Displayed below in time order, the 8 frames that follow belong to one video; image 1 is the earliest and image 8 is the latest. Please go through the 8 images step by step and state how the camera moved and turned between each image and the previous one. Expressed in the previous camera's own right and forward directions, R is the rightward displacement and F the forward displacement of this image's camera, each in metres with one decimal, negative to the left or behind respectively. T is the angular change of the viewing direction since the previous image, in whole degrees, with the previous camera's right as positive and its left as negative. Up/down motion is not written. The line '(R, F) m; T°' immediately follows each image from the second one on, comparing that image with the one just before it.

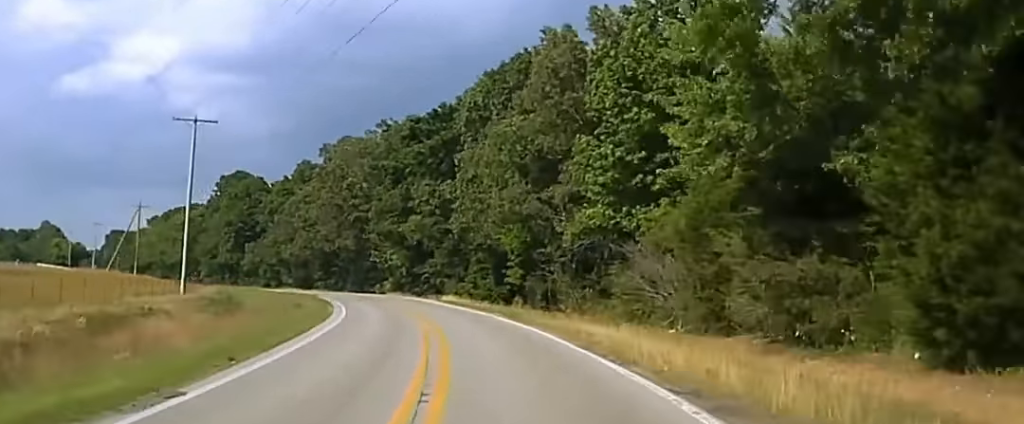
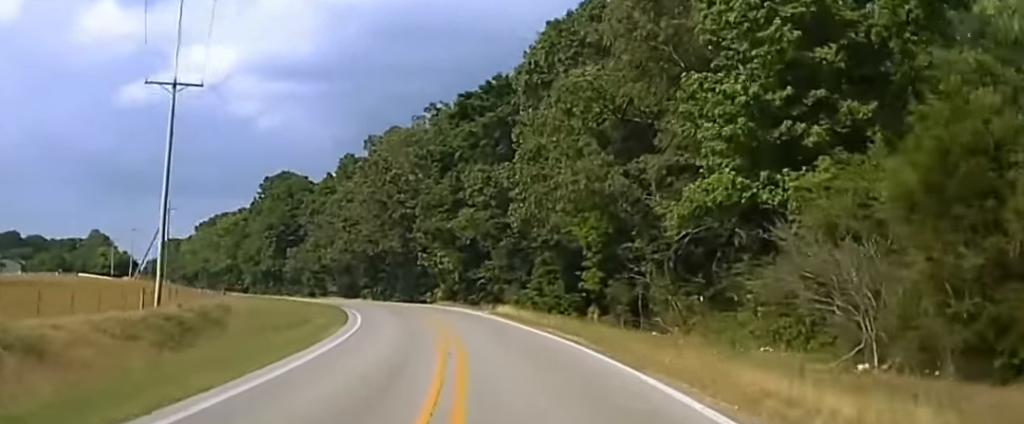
(-0.8, +16.8) m; -4°
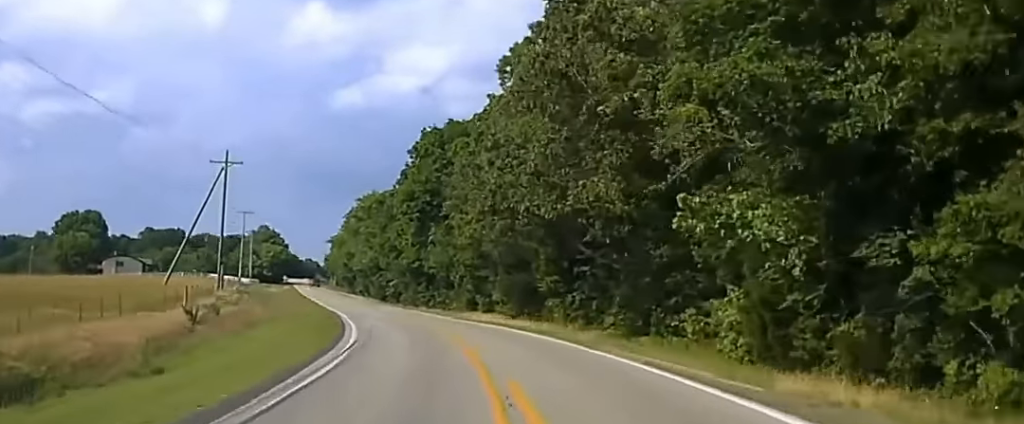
(-7.8, +67.6) m; -13°
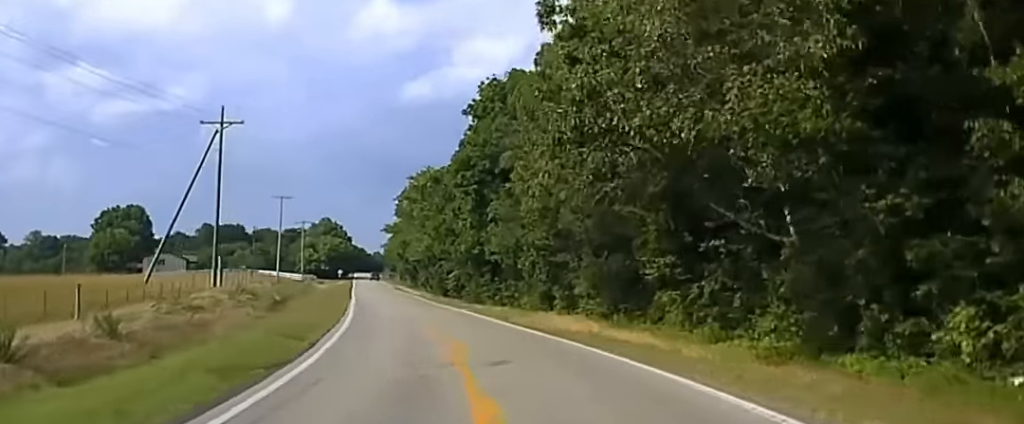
(-0.9, +25.0) m; -4°
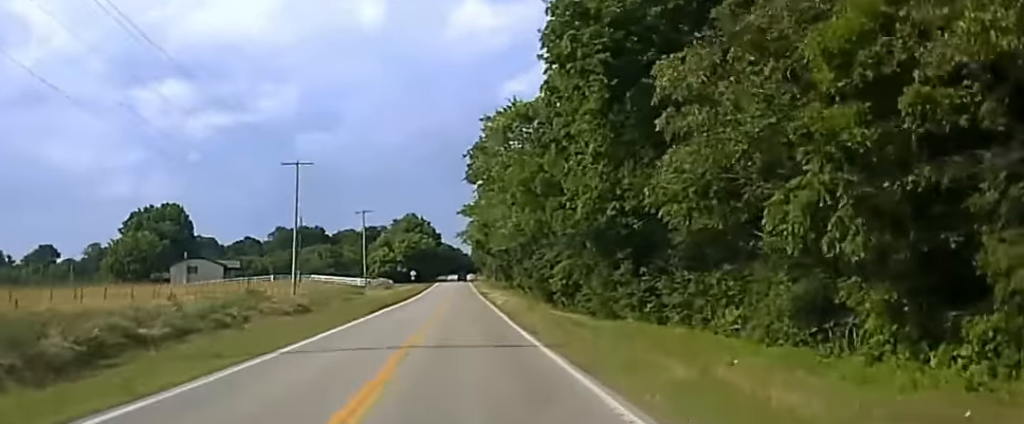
(-3.3, +53.6) m; -5°
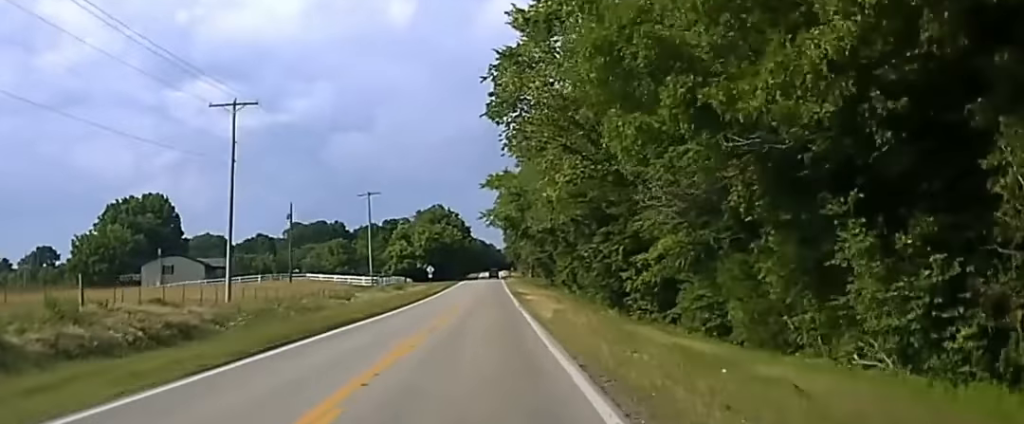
(-0.2, +28.8) m; -1°
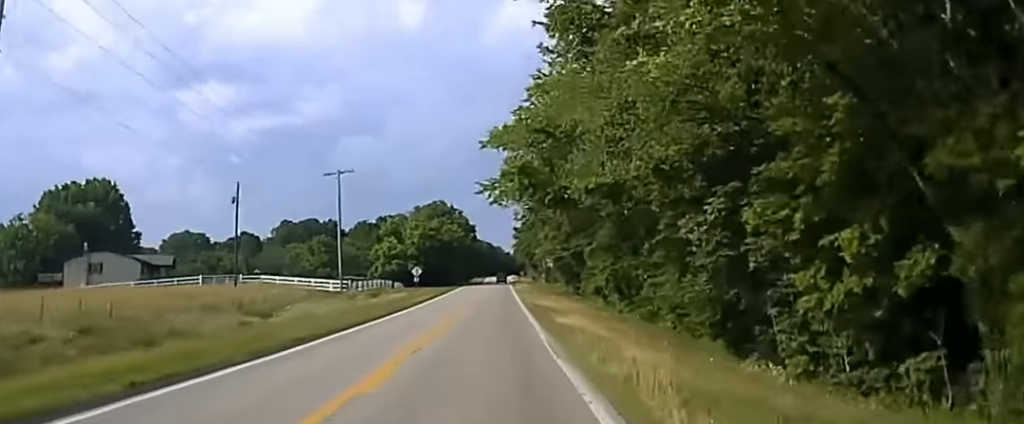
(-0.4, +24.6) m; -1°
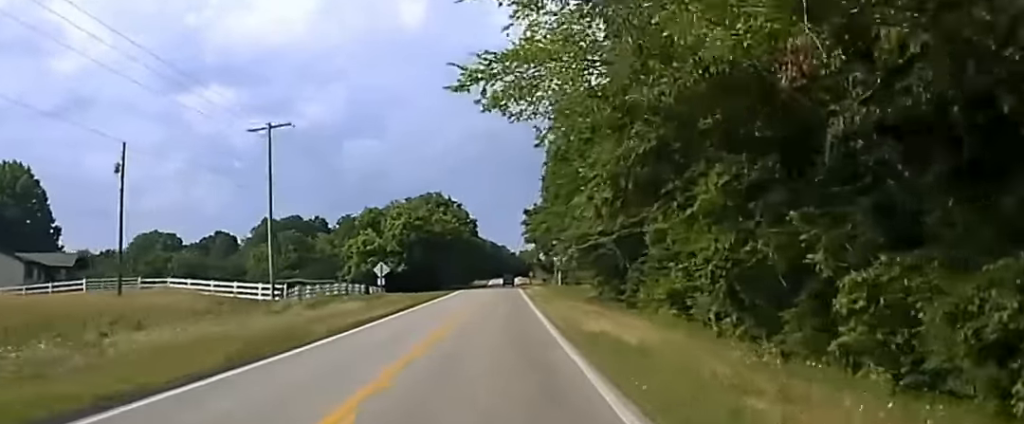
(-0.4, +30.3) m; -1°
